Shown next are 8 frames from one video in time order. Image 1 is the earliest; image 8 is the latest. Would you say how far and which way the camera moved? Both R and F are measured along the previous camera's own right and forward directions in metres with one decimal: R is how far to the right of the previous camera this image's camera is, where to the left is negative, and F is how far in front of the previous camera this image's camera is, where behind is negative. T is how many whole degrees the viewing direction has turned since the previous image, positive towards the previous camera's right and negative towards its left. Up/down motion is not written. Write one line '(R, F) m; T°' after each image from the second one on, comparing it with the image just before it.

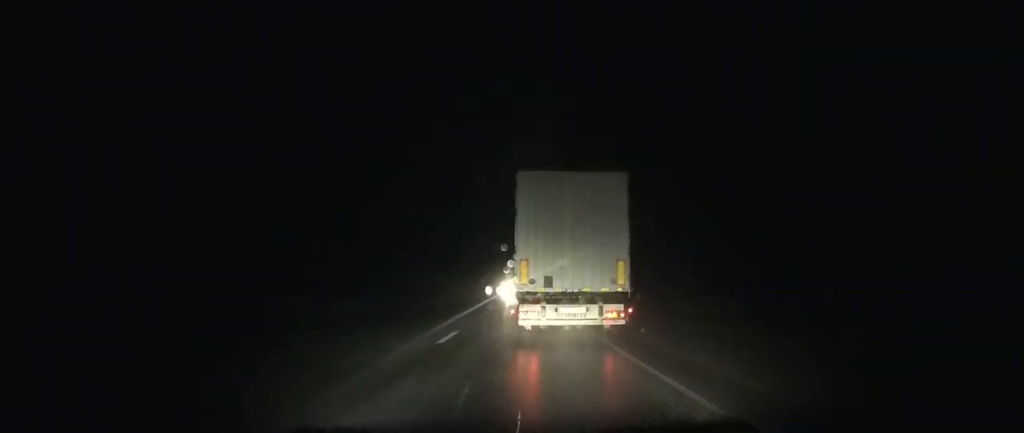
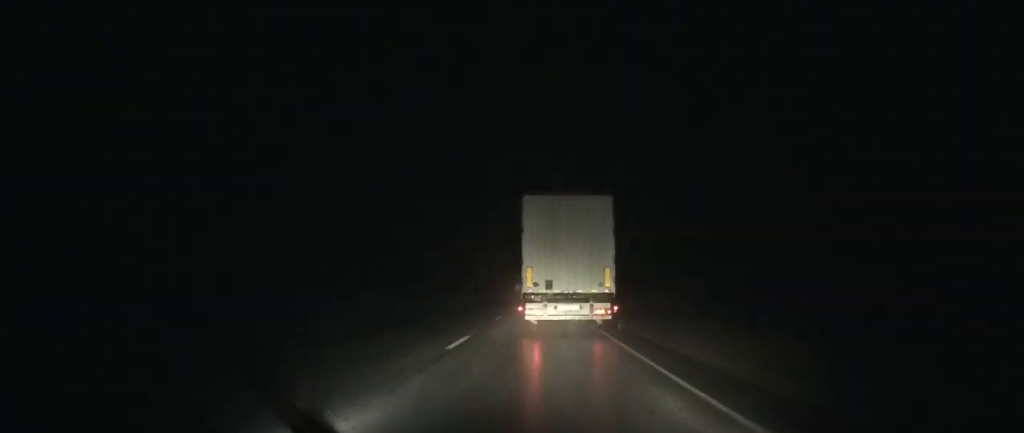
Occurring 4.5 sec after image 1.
(+0.9, +95.4) m; +2°
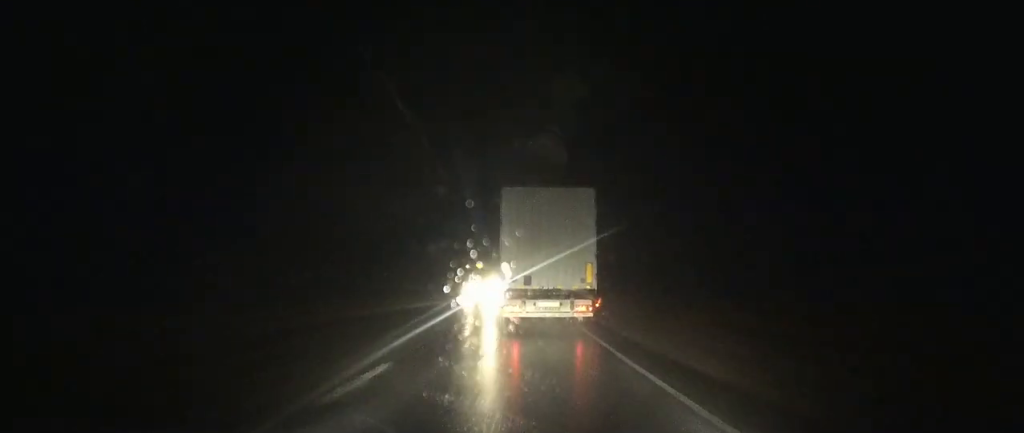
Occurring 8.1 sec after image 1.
(+1.6, +78.4) m; +2°
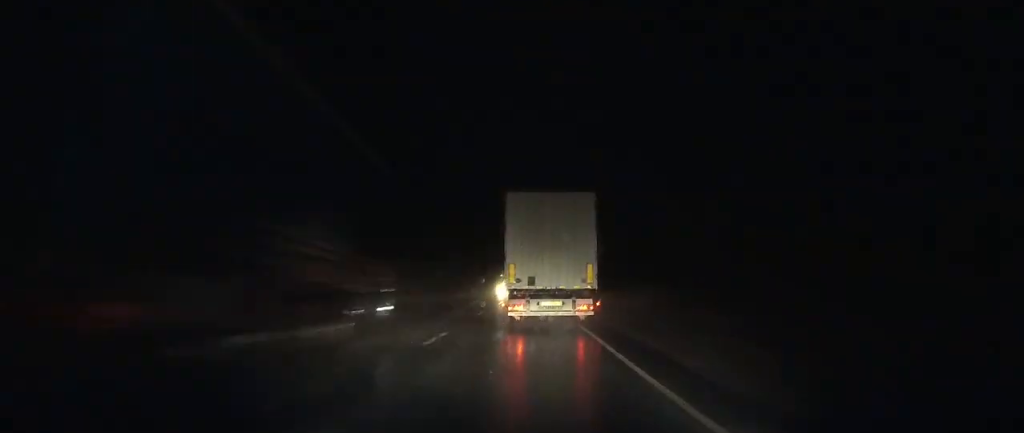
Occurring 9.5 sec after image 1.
(+0.2, +30.2) m; 0°
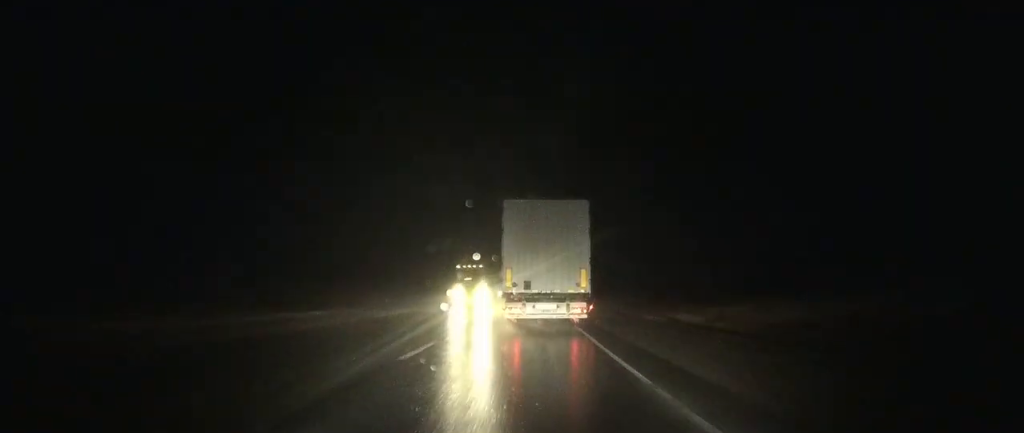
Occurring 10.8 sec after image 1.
(0.0, +28.0) m; 0°
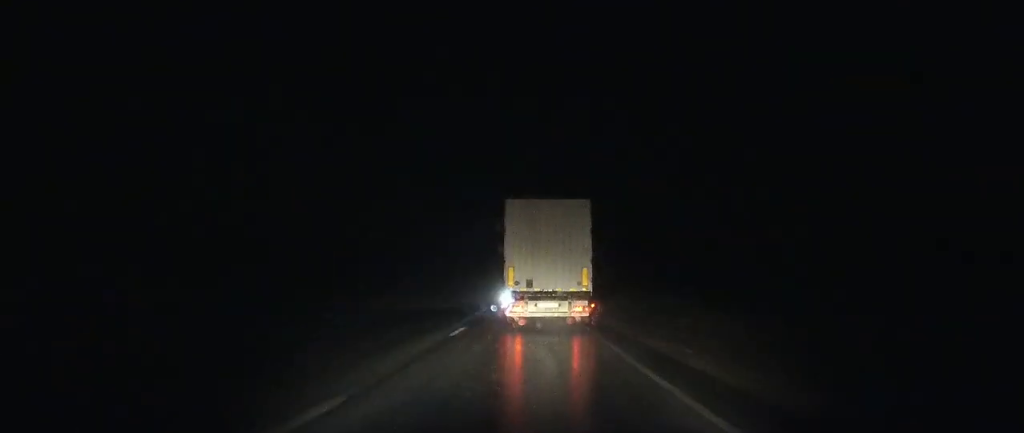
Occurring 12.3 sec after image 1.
(+0.1, +31.3) m; 0°
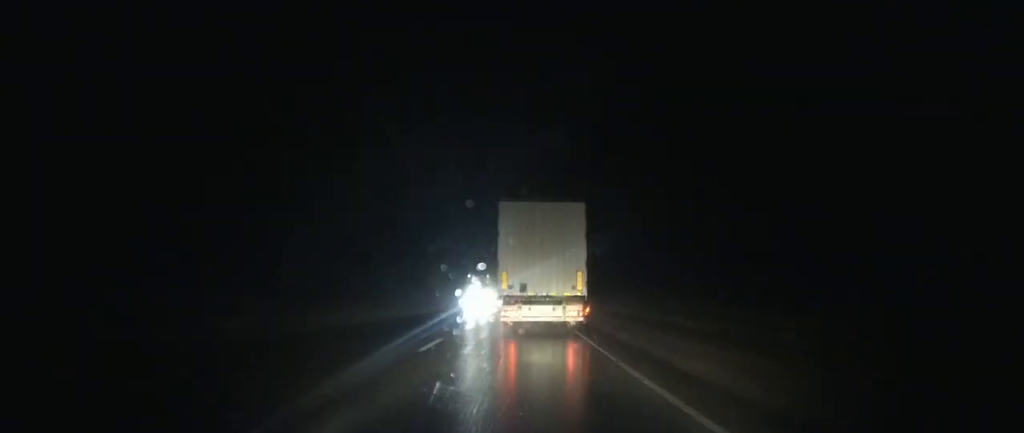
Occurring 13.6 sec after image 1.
(-0.1, +27.1) m; 0°
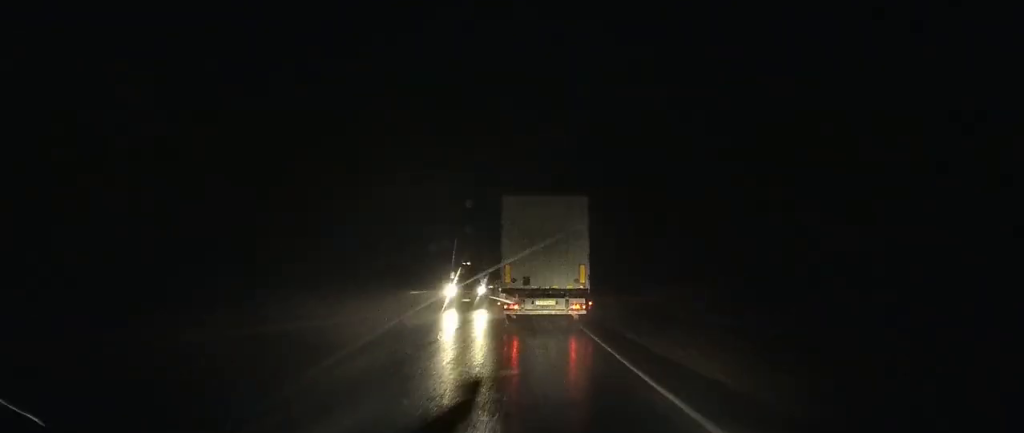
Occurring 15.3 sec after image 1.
(+0.2, +34.3) m; 0°
